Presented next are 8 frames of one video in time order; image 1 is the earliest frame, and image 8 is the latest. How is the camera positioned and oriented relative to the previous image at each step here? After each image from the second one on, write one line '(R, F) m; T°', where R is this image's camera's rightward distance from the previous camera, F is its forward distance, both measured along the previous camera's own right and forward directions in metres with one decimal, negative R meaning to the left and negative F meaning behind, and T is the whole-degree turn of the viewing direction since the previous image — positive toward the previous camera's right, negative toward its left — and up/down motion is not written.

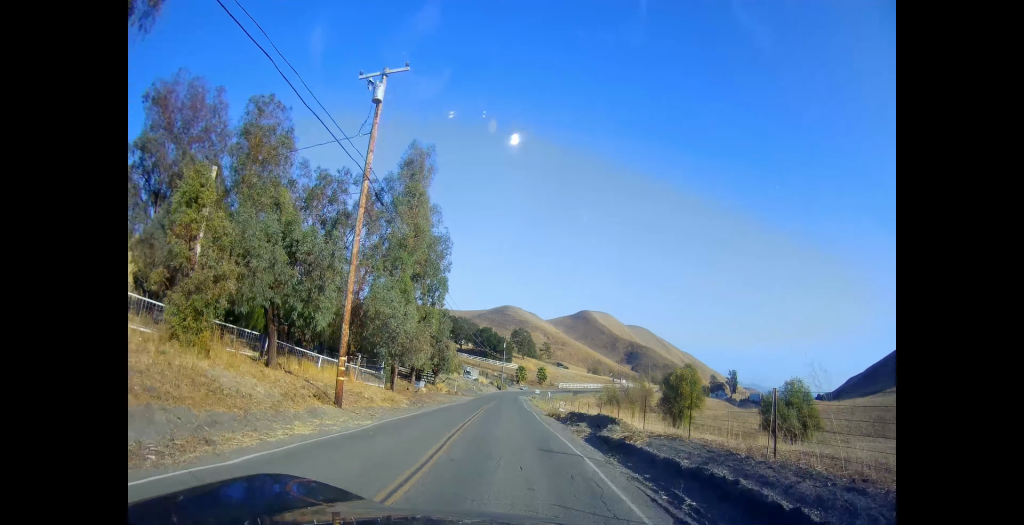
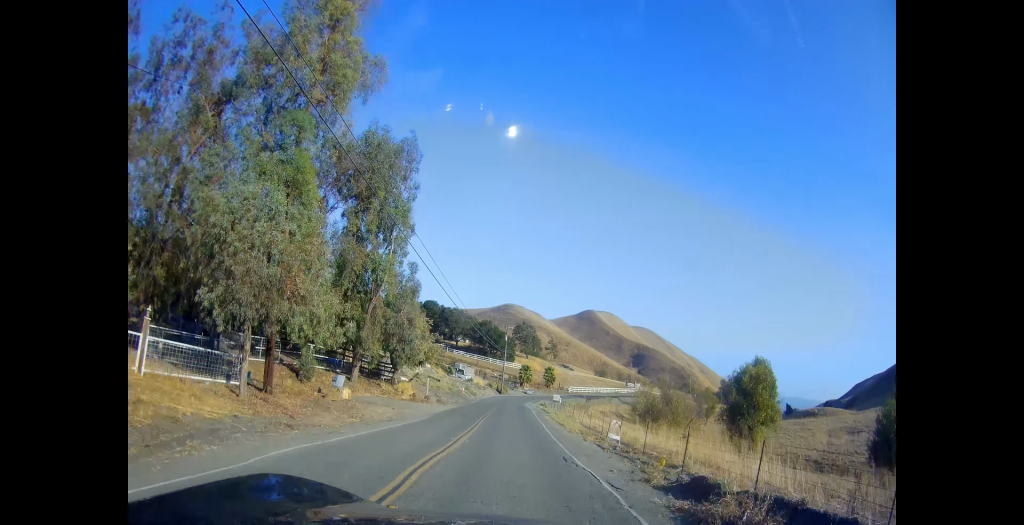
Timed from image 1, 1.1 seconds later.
(+0.2, +23.3) m; +1°
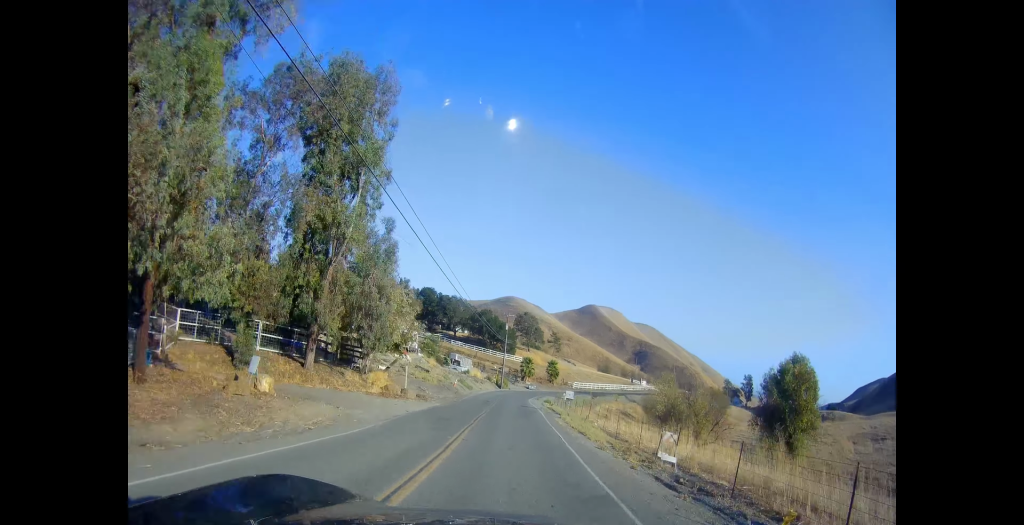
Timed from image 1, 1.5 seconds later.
(+0.1, +8.7) m; 0°
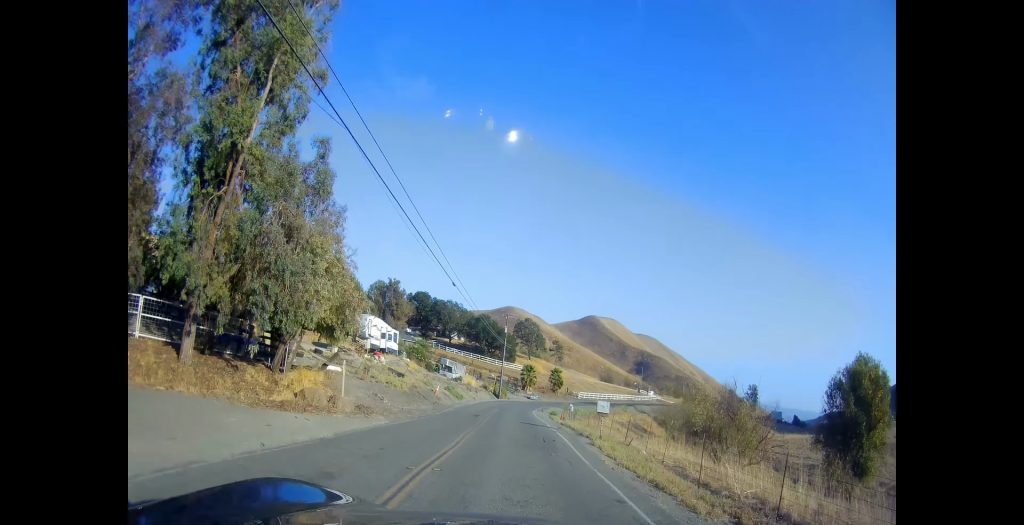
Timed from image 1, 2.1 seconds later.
(-0.2, +12.1) m; -1°
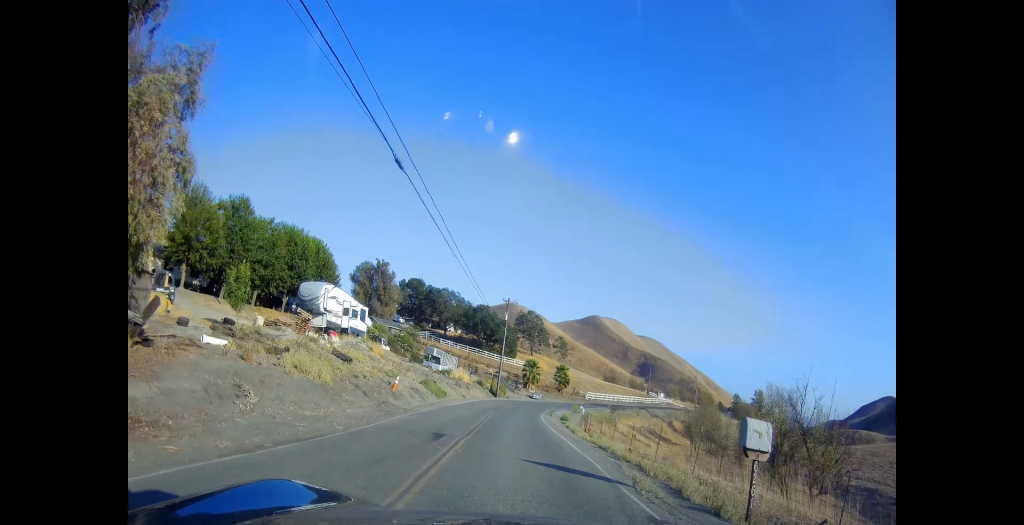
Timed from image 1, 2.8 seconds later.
(-0.1, +13.8) m; 0°
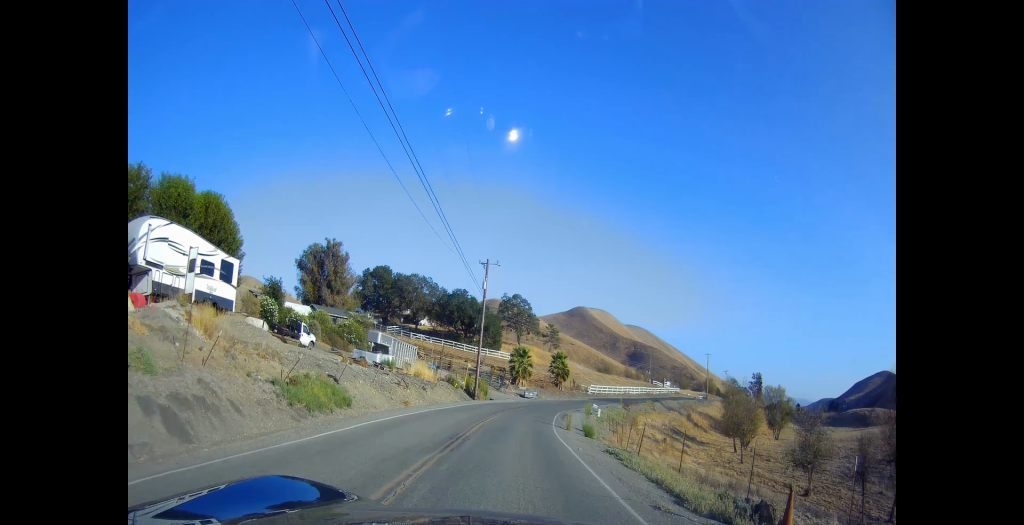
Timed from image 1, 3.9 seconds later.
(+0.2, +21.7) m; +2°
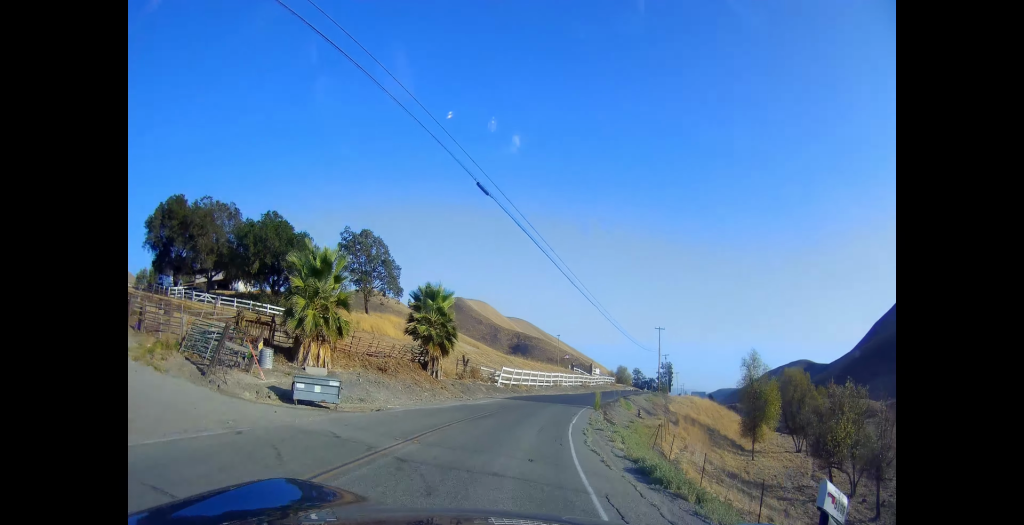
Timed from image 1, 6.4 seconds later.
(+4.5, +49.8) m; +14°
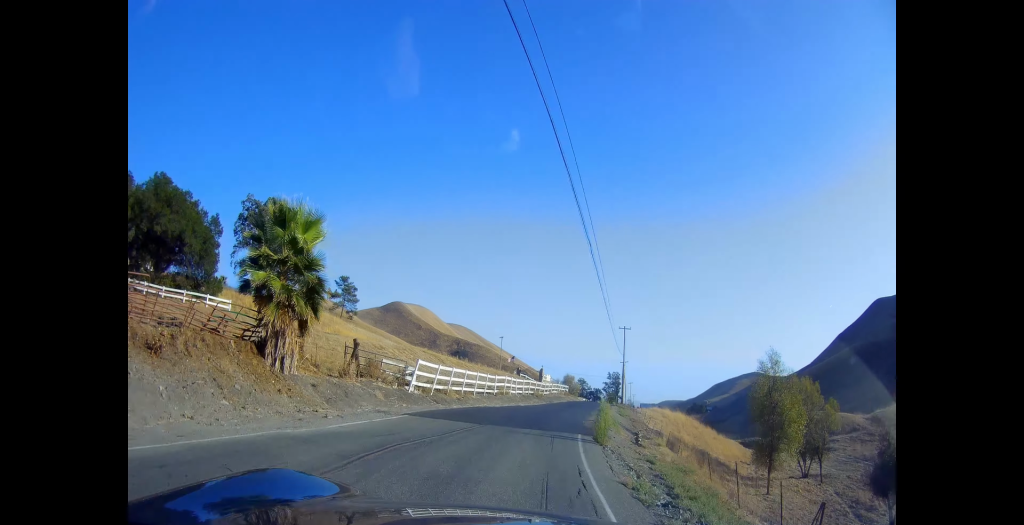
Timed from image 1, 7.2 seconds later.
(+1.4, +16.5) m; +8°
